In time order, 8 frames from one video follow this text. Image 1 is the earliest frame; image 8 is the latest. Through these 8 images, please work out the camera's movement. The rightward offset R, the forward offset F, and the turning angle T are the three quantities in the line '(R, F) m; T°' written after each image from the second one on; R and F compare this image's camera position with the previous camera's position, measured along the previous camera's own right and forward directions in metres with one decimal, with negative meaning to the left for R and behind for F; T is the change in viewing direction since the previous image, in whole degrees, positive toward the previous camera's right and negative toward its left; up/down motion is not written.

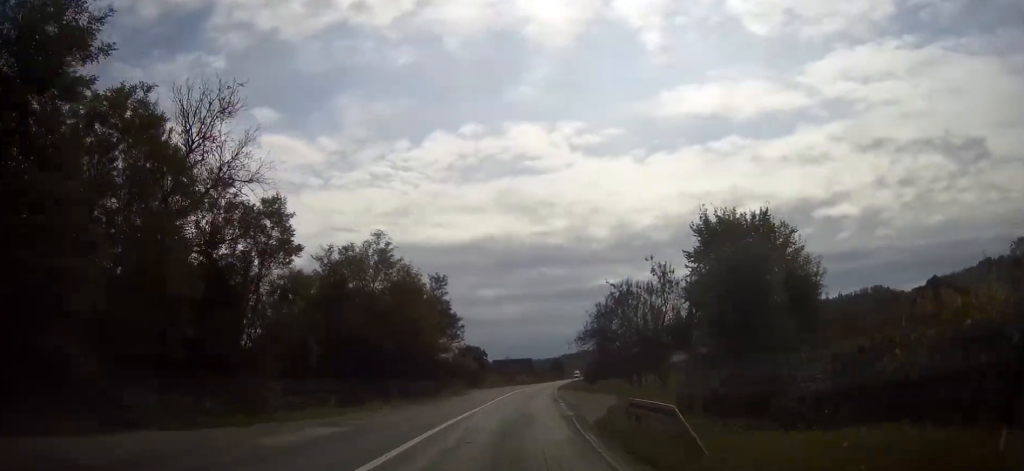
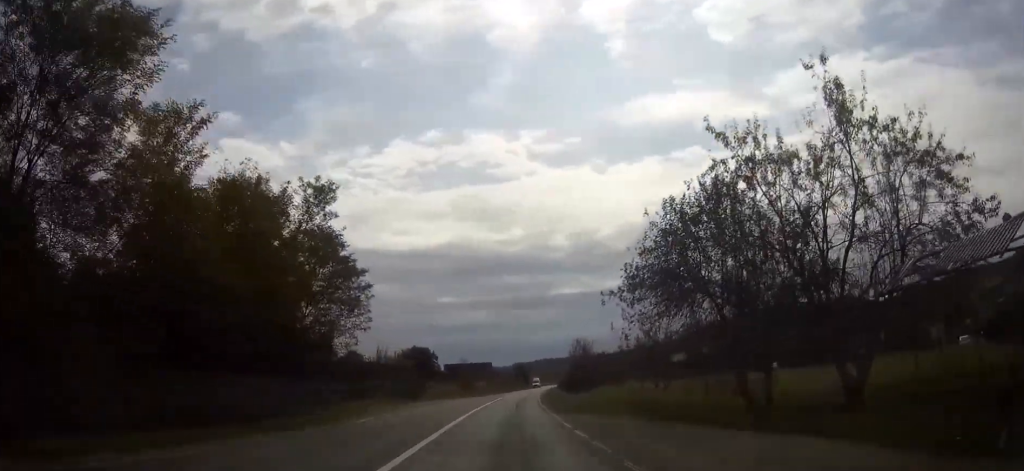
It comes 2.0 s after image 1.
(+0.9, +34.1) m; +3°
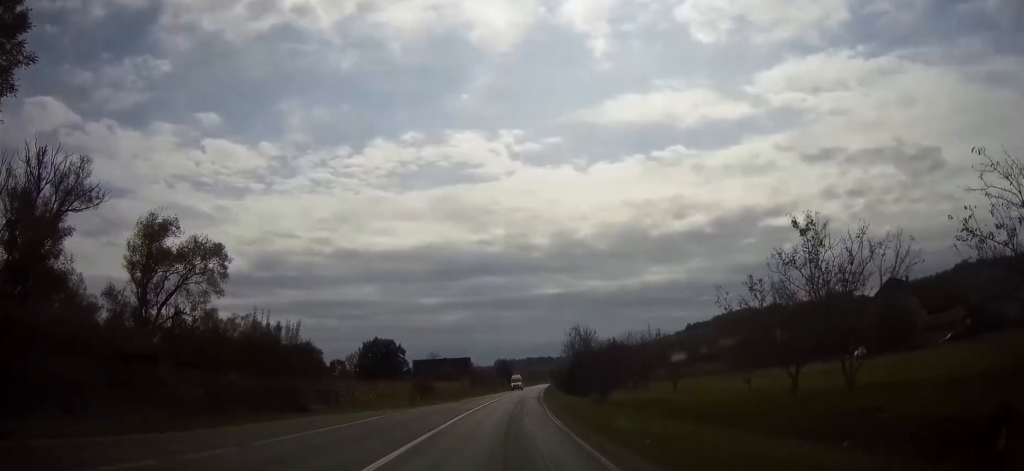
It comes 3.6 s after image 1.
(+0.4, +29.1) m; +1°
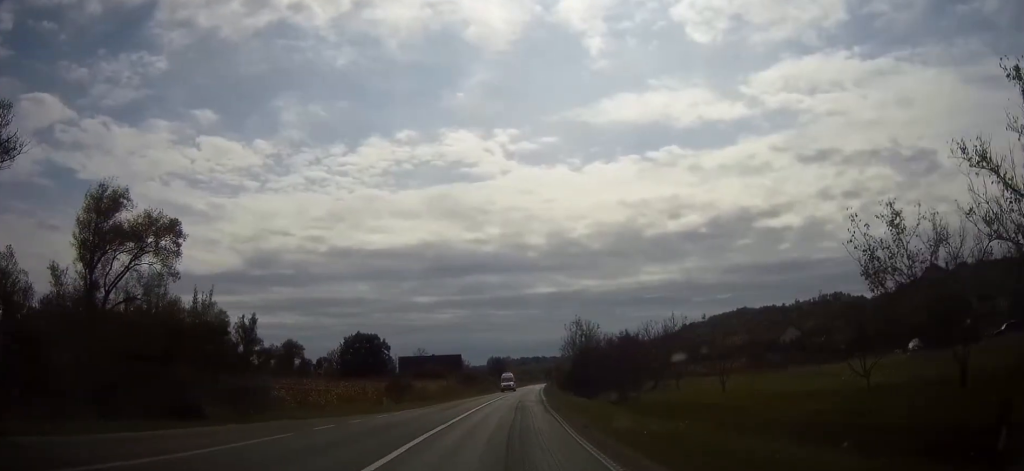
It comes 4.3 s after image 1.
(+0.1, +11.4) m; +1°
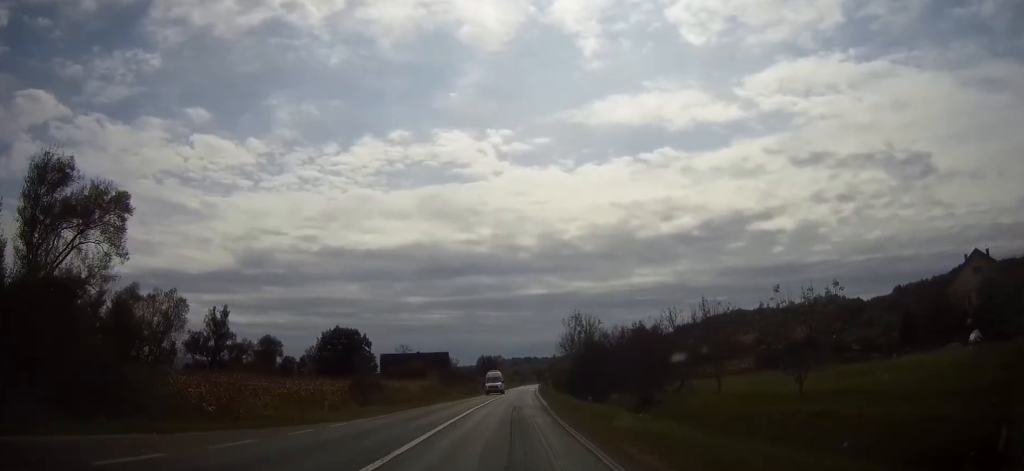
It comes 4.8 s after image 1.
(0.0, +10.2) m; +1°
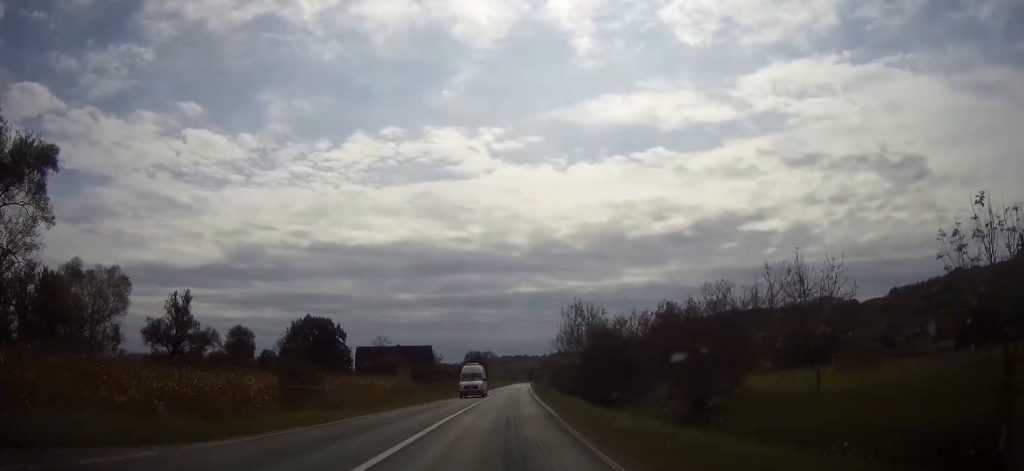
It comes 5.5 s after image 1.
(+0.1, +12.0) m; +1°
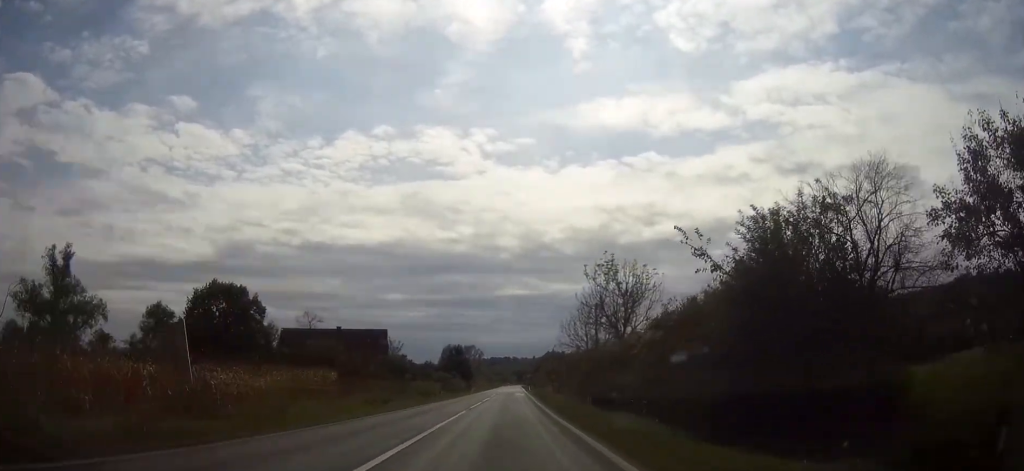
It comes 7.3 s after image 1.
(+0.4, +33.0) m; +1°
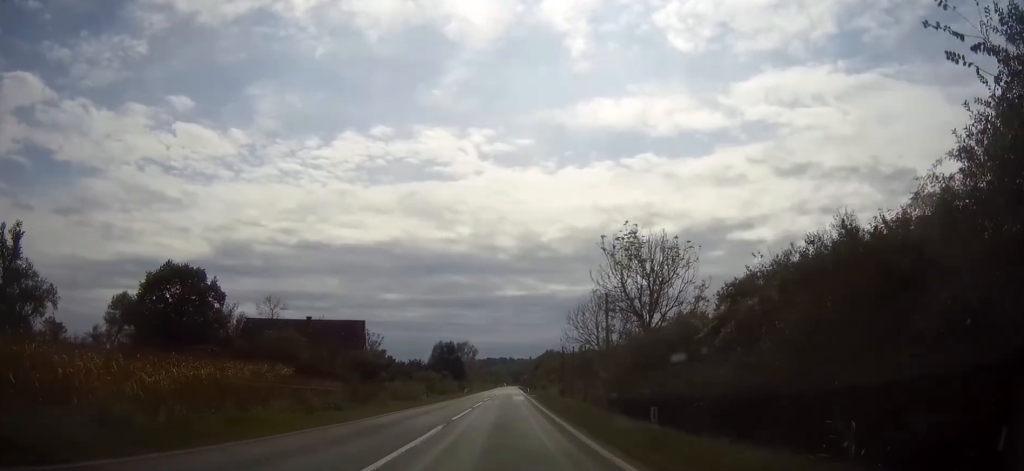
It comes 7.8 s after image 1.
(0.0, +10.8) m; 0°
